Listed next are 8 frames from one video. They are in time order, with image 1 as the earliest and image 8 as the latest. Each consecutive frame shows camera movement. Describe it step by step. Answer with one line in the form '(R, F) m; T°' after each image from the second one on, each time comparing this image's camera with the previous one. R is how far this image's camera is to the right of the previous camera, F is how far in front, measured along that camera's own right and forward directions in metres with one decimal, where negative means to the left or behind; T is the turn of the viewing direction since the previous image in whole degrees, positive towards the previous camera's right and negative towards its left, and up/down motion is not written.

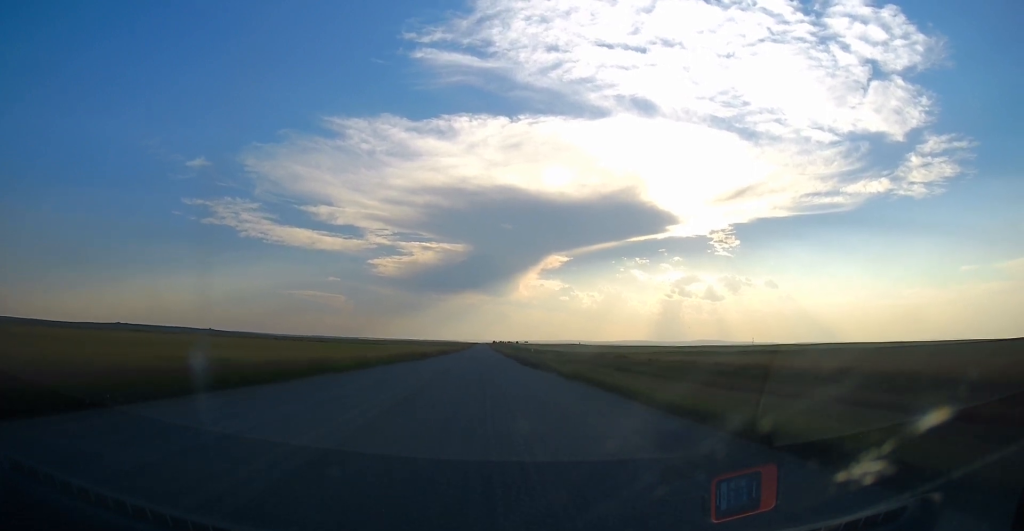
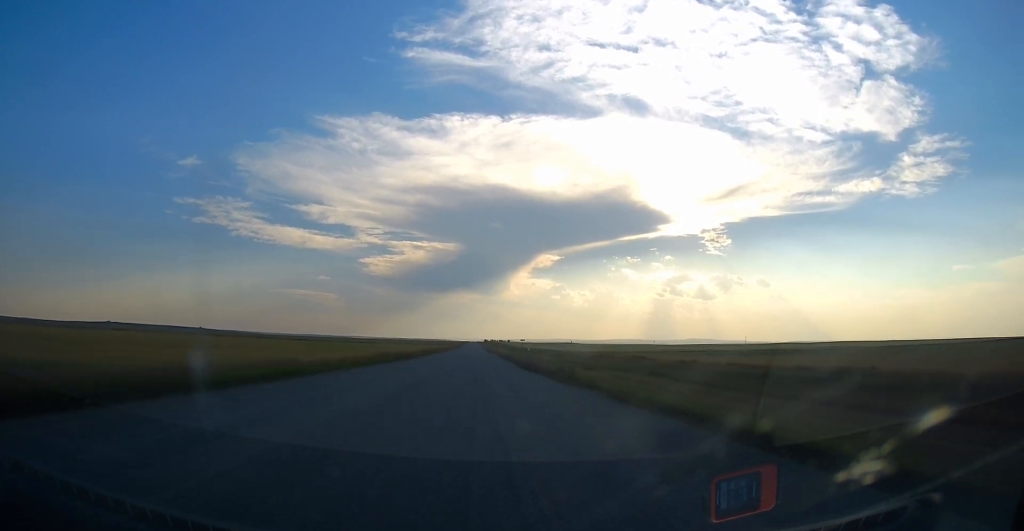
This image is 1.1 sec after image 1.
(0.0, +17.1) m; +1°
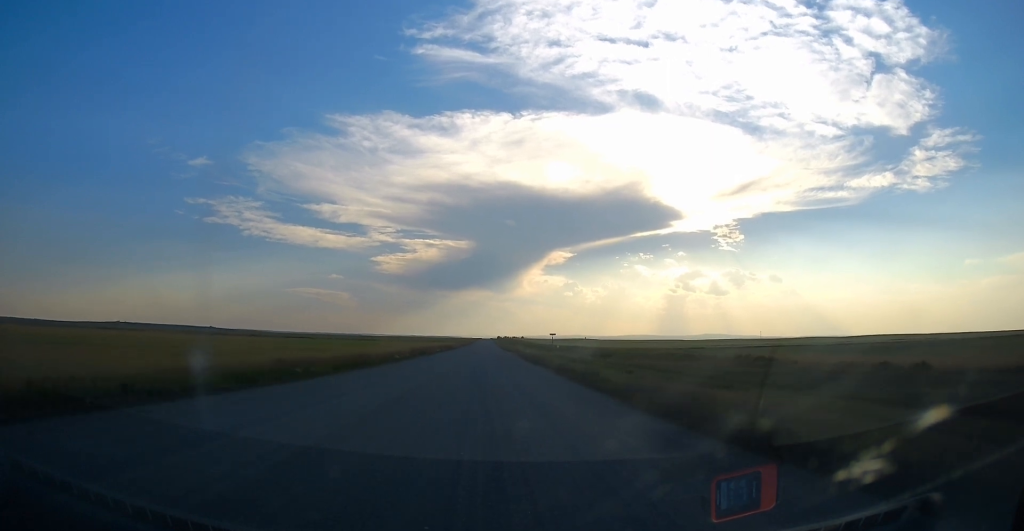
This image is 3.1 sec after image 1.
(+0.2, +32.9) m; -1°
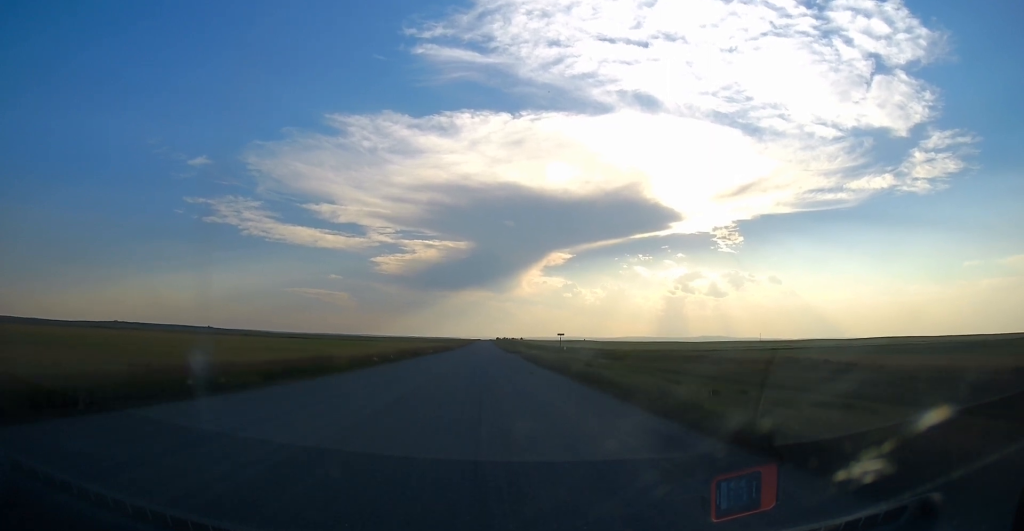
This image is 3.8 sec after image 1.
(-0.1, +11.1) m; 0°
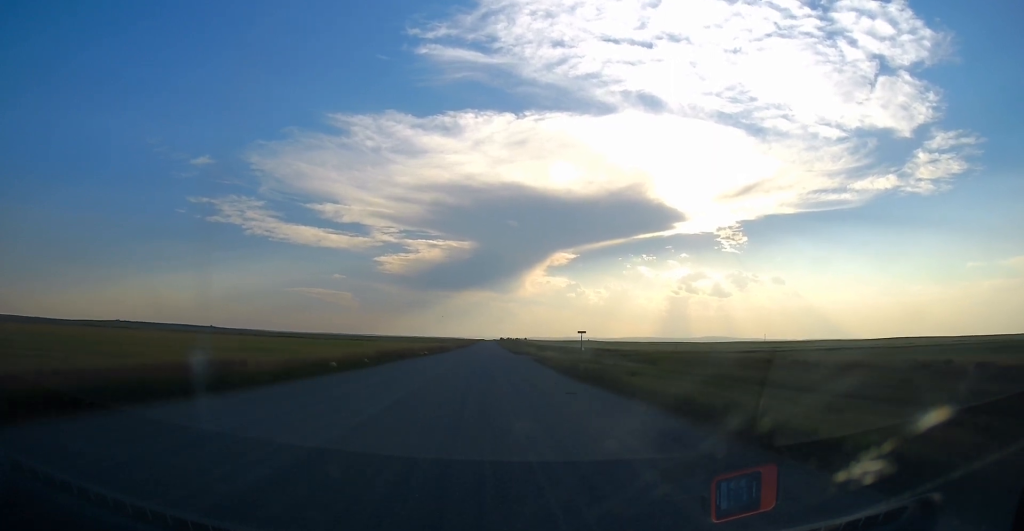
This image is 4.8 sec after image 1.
(0.0, +14.9) m; 0°
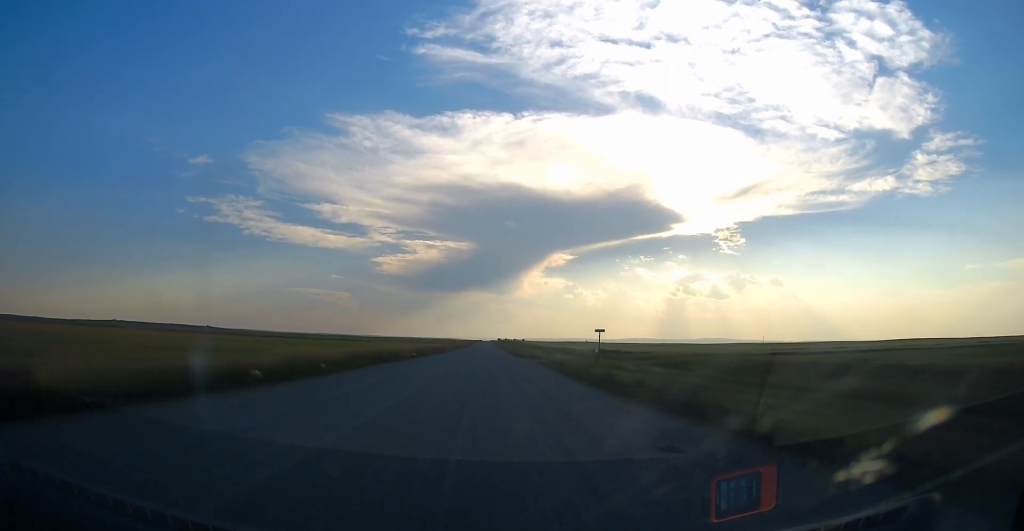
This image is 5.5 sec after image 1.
(0.0, +11.7) m; 0°
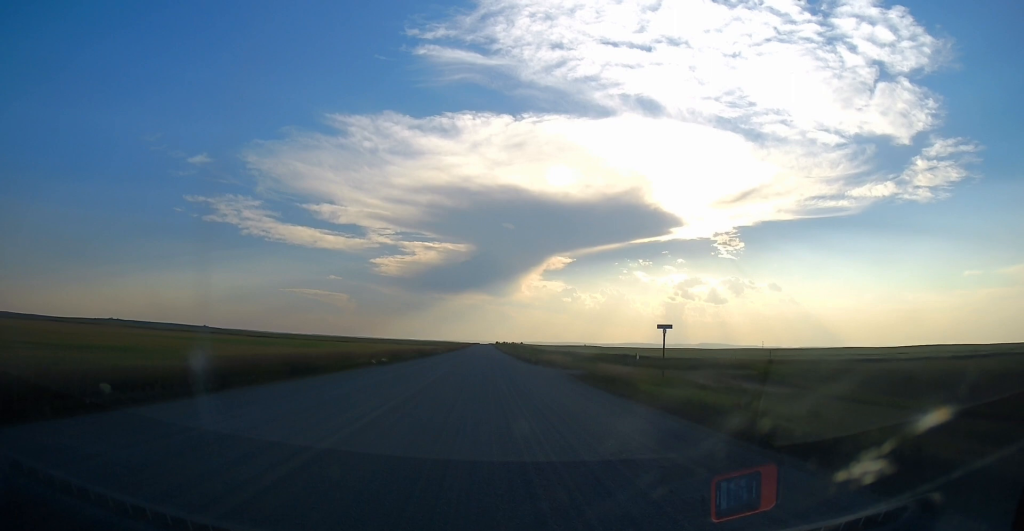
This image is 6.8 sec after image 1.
(0.0, +20.4) m; 0°
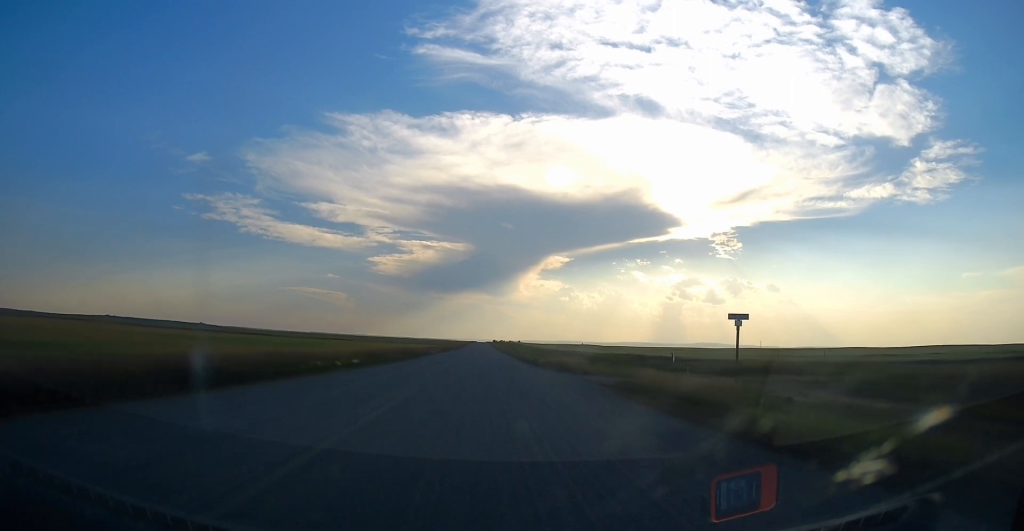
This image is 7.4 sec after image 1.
(0.0, +10.9) m; 0°
